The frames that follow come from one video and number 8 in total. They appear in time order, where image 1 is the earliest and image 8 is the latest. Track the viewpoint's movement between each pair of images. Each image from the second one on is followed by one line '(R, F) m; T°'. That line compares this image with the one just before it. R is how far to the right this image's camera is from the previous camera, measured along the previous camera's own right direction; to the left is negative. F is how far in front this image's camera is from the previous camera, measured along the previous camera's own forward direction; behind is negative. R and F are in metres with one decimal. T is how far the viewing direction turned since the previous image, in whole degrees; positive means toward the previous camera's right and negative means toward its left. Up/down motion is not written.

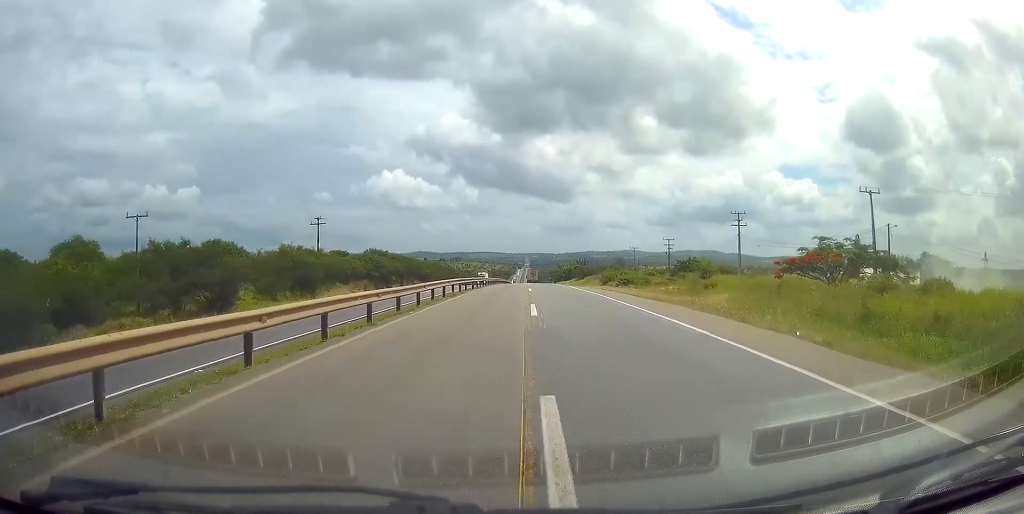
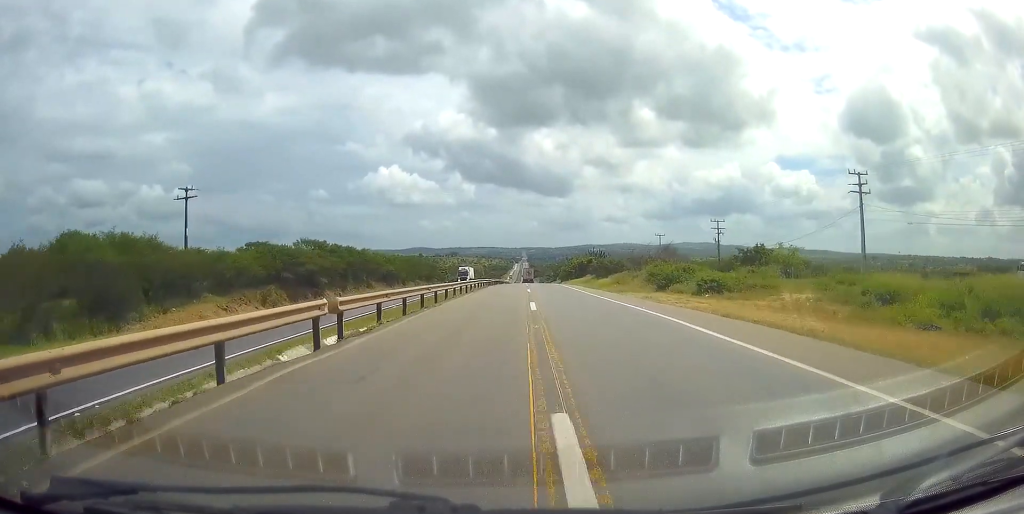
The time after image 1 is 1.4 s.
(+0.1, +37.1) m; +1°
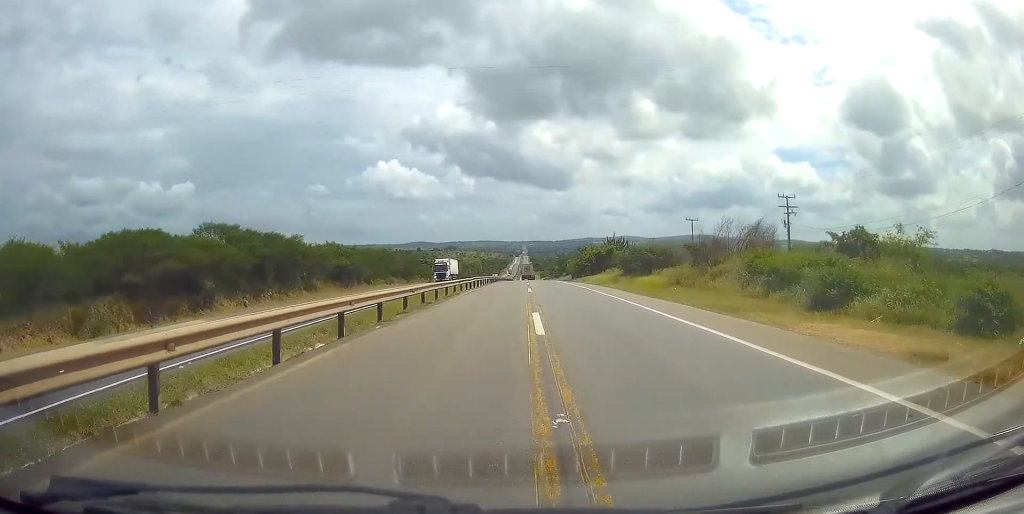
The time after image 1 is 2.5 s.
(+0.1, +28.2) m; 0°
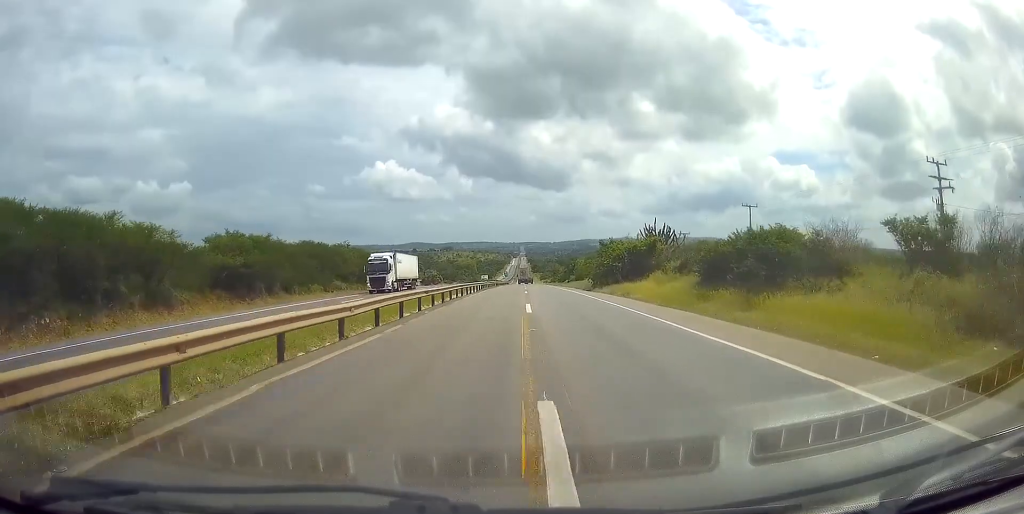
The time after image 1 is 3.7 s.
(-0.1, +31.6) m; 0°
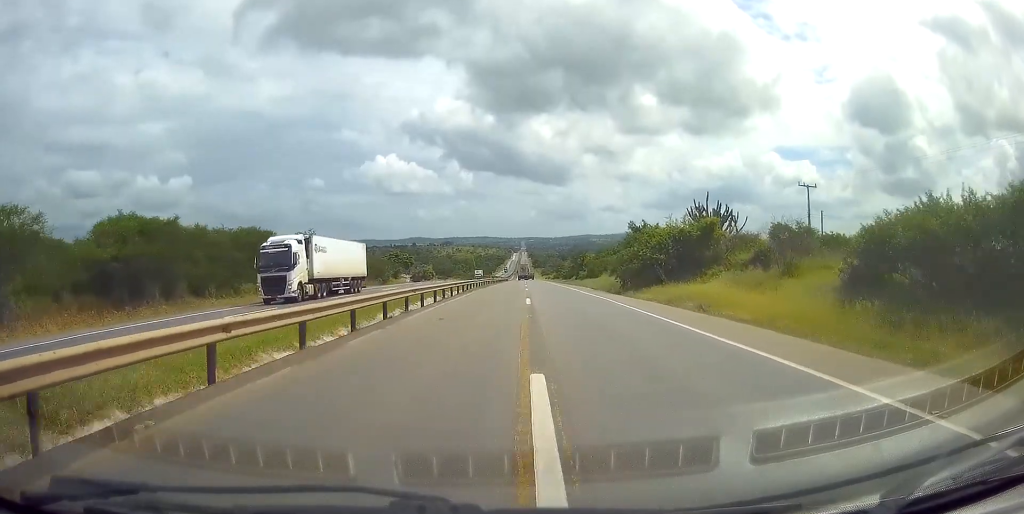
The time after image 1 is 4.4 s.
(0.0, +18.5) m; 0°
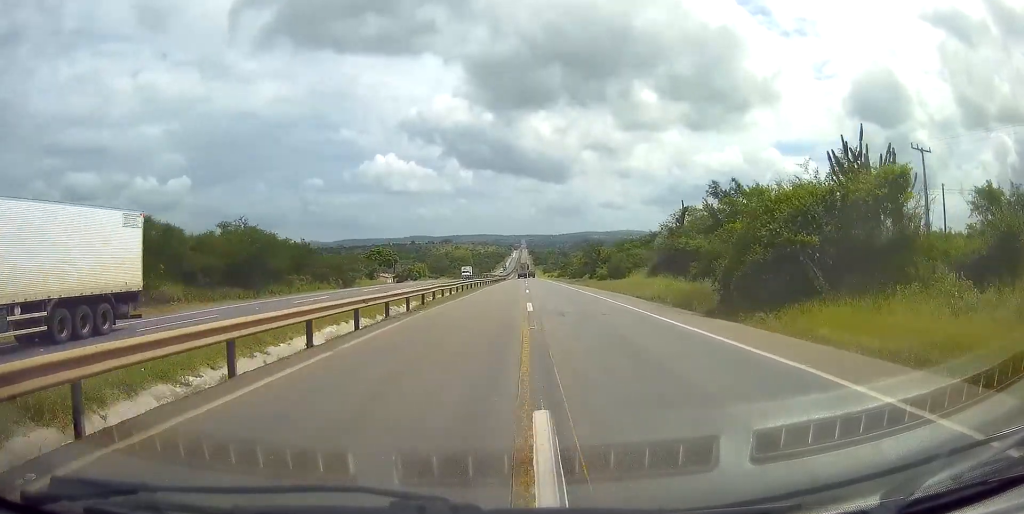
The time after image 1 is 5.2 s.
(+0.1, +23.0) m; 0°
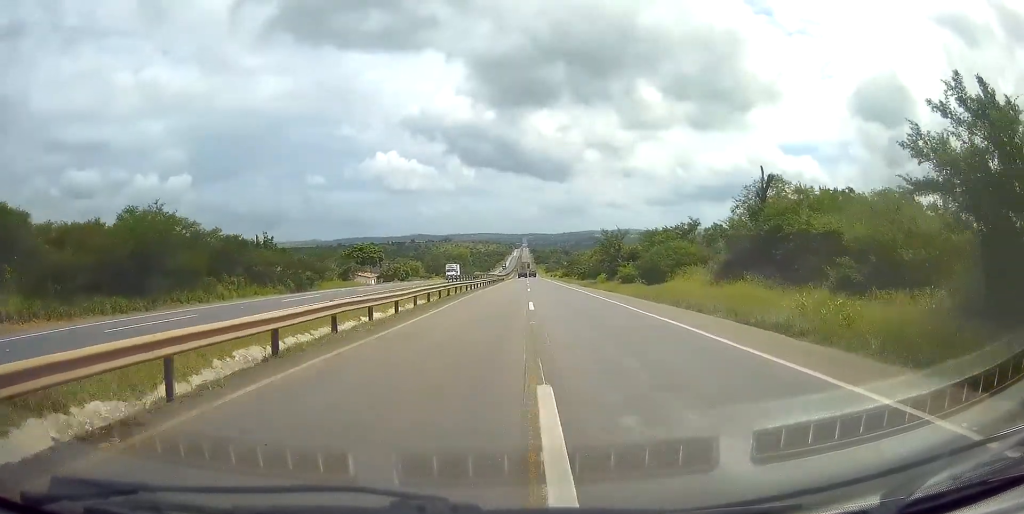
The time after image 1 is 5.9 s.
(+0.1, +17.7) m; 0°
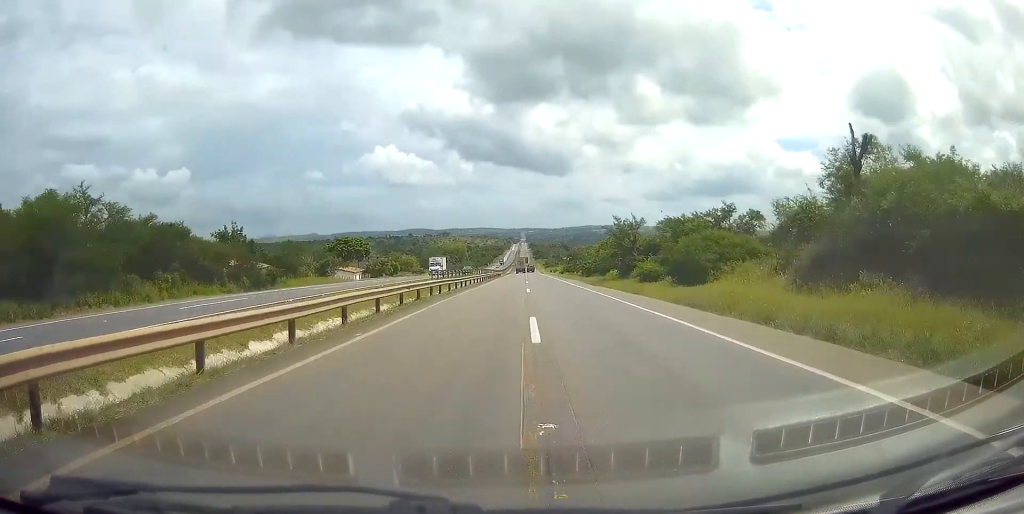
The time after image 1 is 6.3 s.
(-0.1, +10.7) m; 0°
